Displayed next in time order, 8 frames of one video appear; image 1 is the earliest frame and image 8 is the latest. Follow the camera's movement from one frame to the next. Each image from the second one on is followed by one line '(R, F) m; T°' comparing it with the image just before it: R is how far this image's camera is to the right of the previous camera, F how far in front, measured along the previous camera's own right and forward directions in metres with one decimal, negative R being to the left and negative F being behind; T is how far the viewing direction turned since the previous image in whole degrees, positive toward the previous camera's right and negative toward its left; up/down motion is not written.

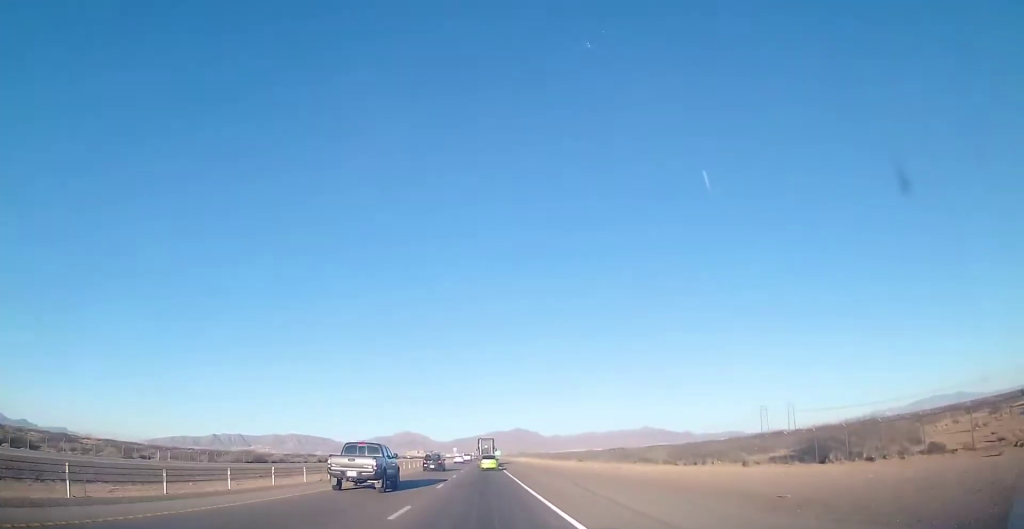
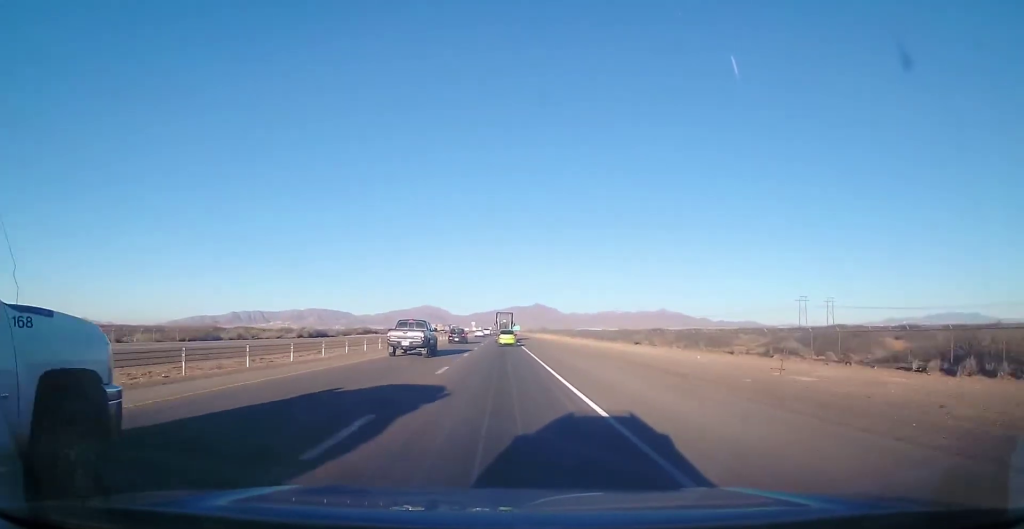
(-0.3, +30.8) m; +1°
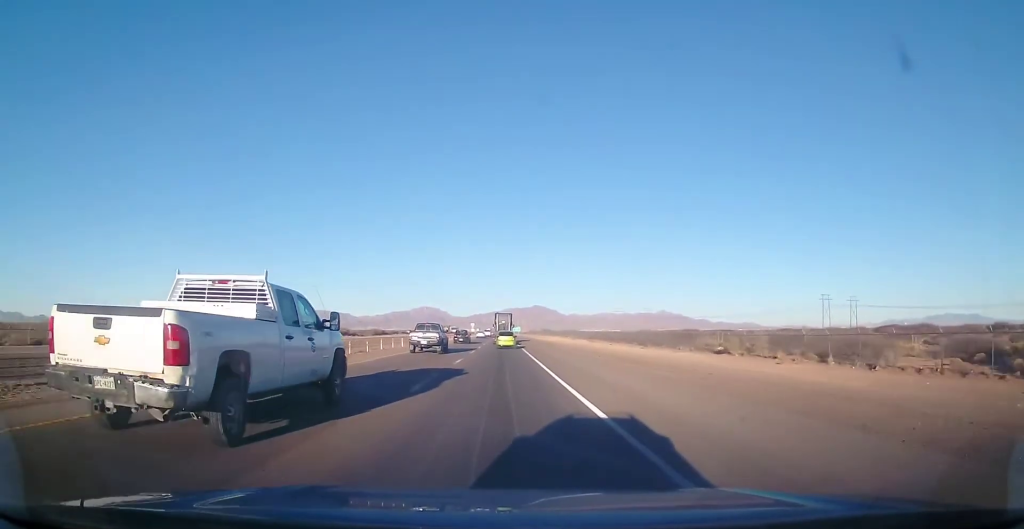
(+0.5, +29.3) m; +1°
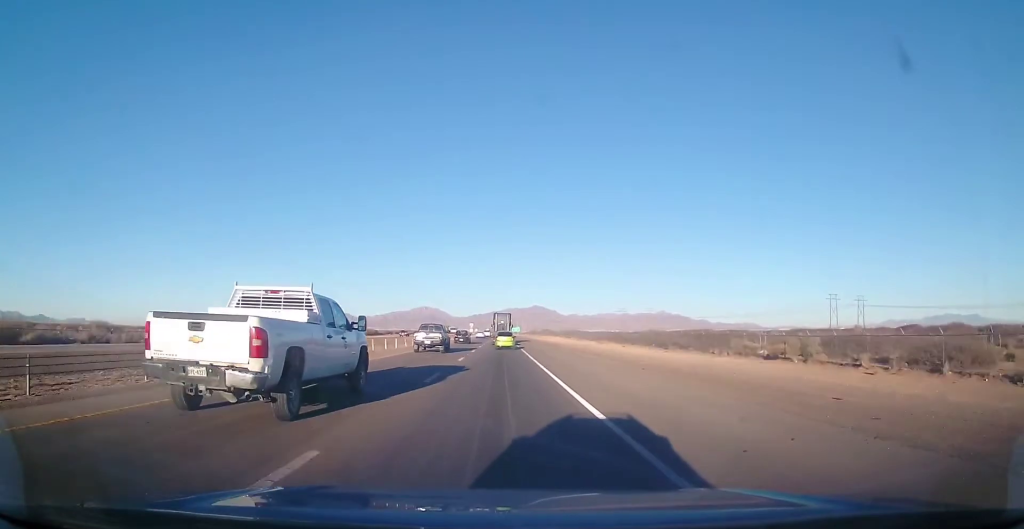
(0.0, +9.3) m; 0°
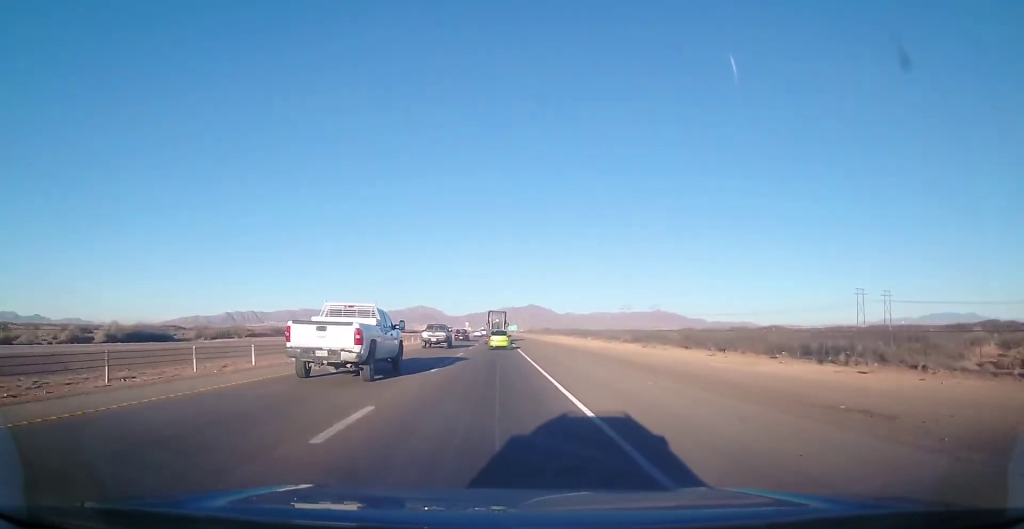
(+0.4, +31.9) m; 0°
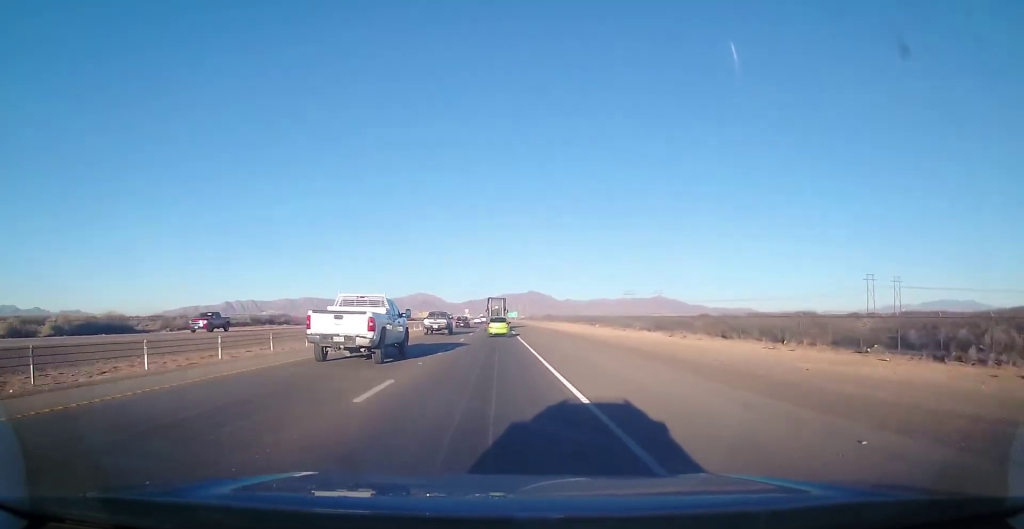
(0.0, +9.6) m; 0°
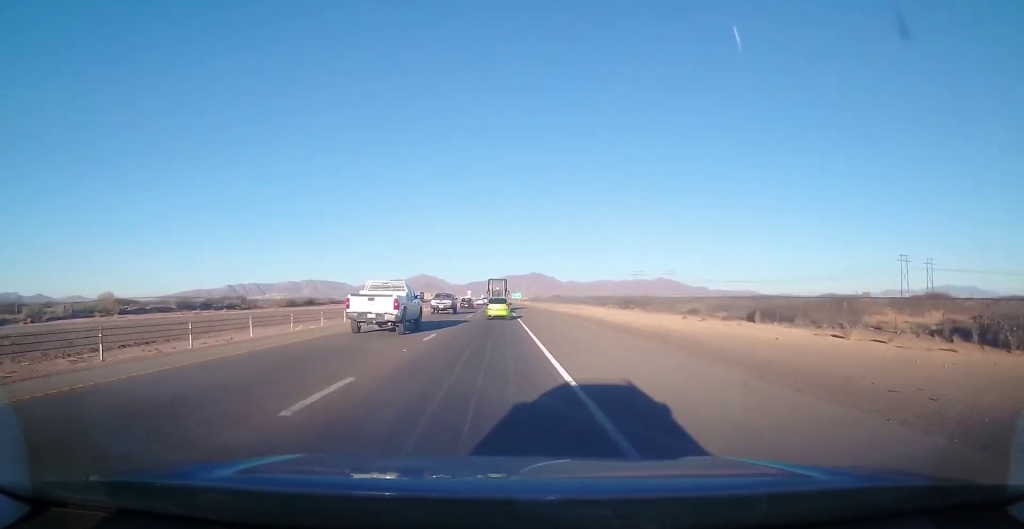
(-0.2, +26.8) m; 0°
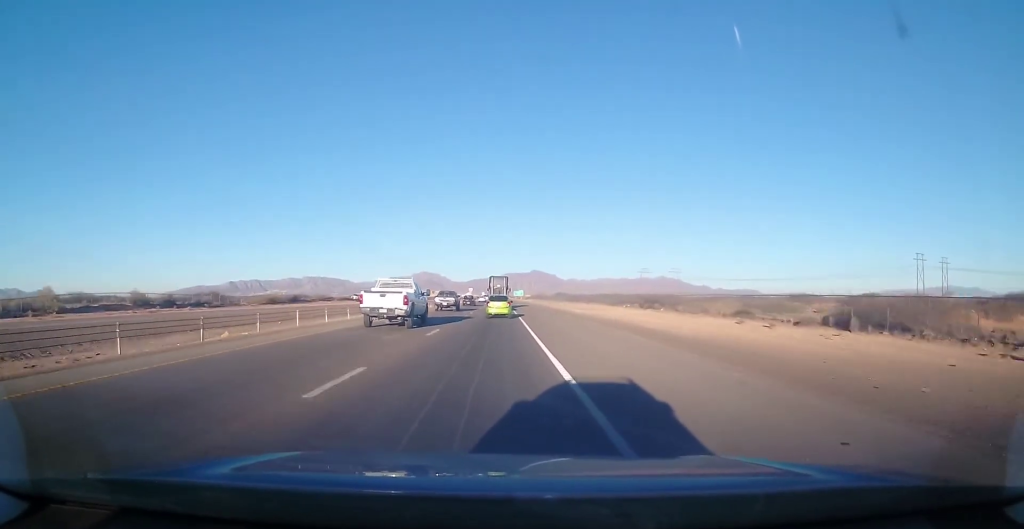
(+0.2, +11.2) m; 0°
